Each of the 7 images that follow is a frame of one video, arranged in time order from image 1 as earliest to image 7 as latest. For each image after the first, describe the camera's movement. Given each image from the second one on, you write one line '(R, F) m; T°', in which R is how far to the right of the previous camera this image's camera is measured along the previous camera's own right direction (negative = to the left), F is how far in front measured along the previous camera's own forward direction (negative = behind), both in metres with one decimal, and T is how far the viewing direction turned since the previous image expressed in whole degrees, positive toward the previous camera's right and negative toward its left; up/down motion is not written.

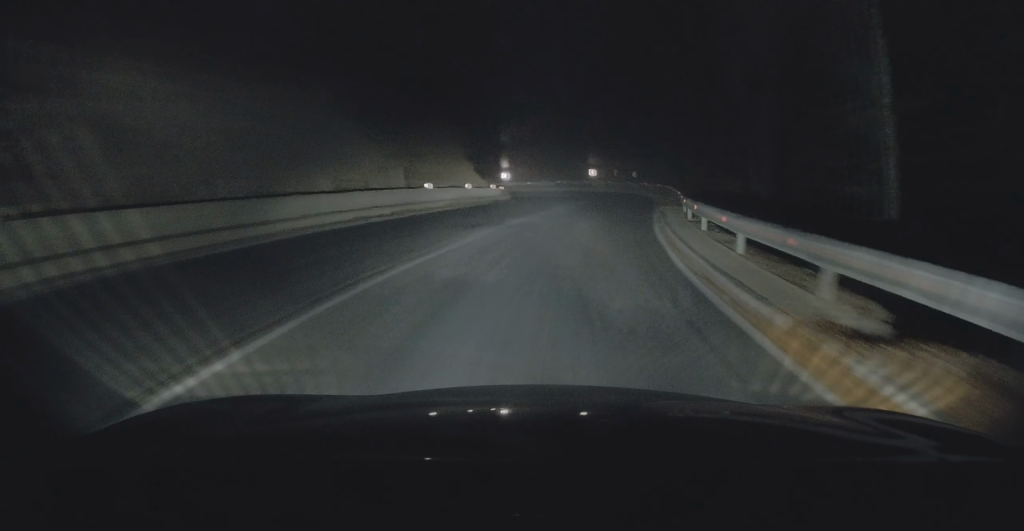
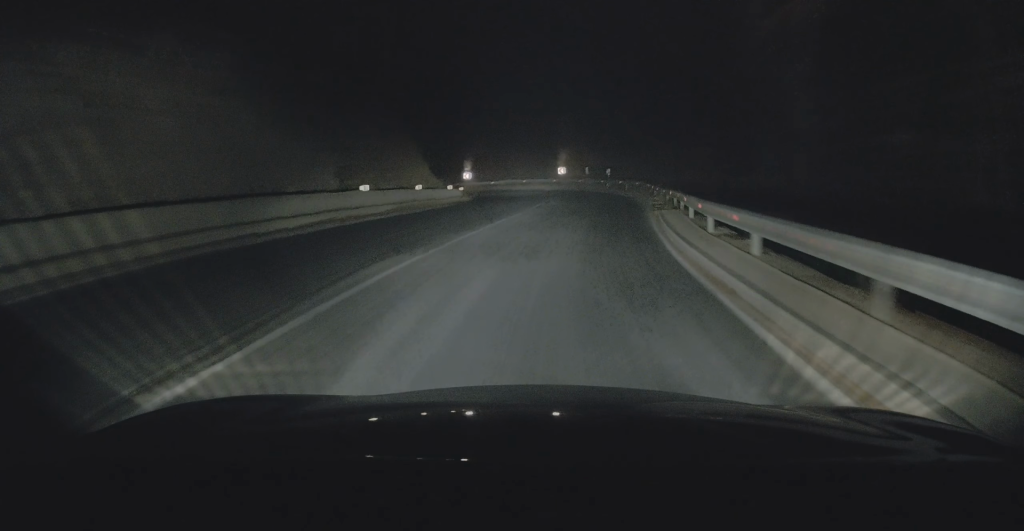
(+0.9, +4.4) m; +5°
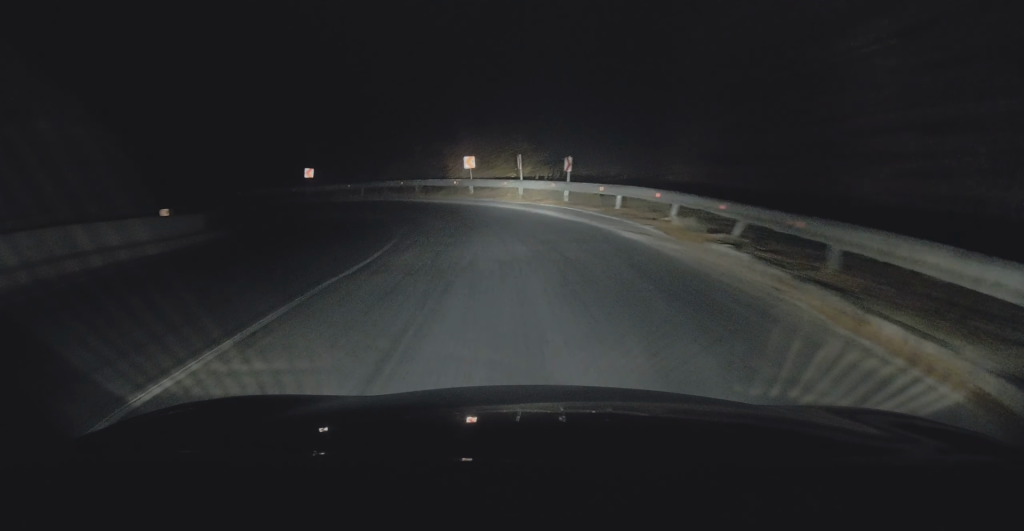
(+4.4, +25.4) m; +17°
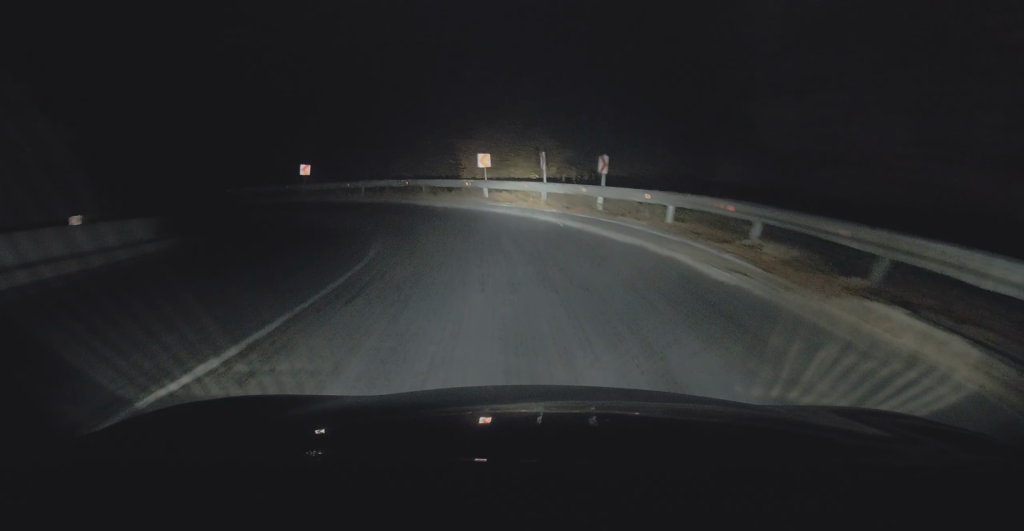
(+0.2, +4.3) m; 0°
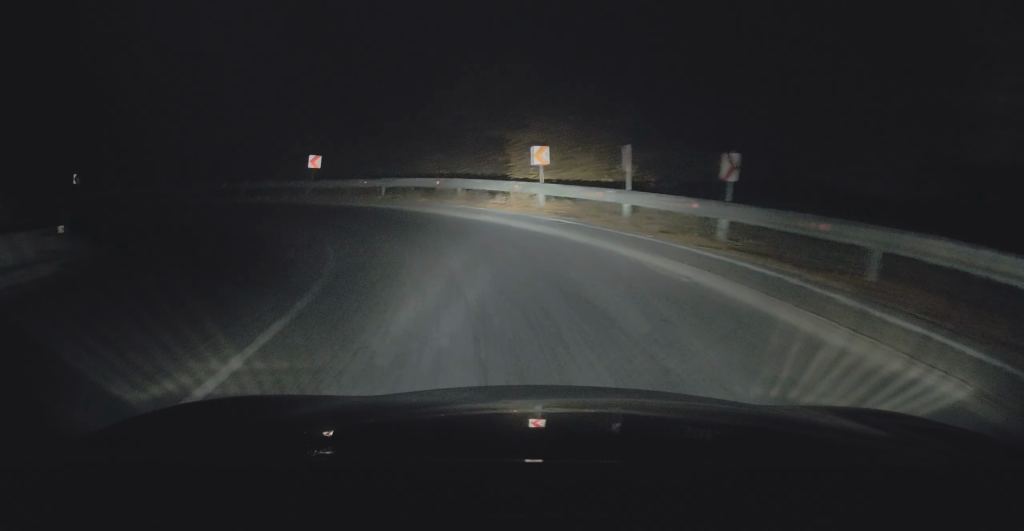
(+0.1, +7.8) m; -1°
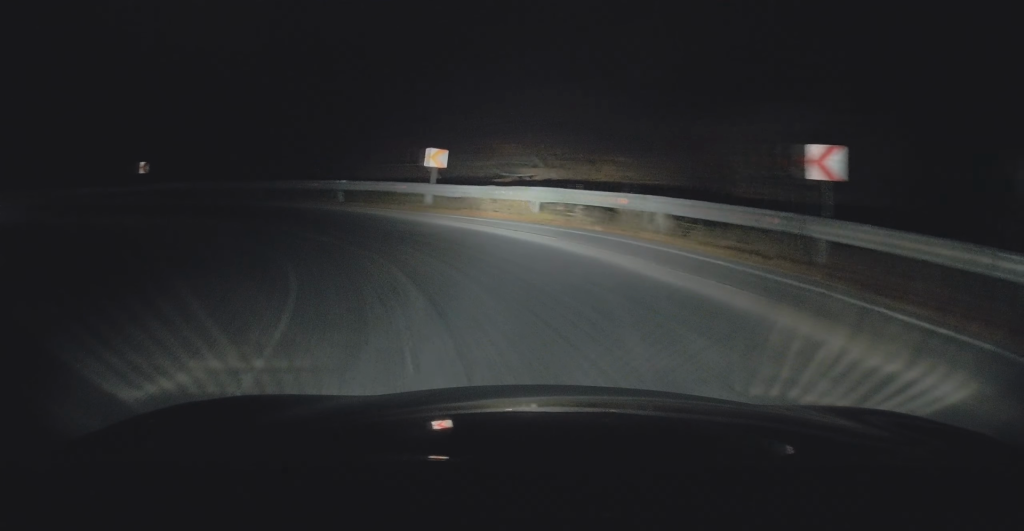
(-0.6, +10.3) m; -9°
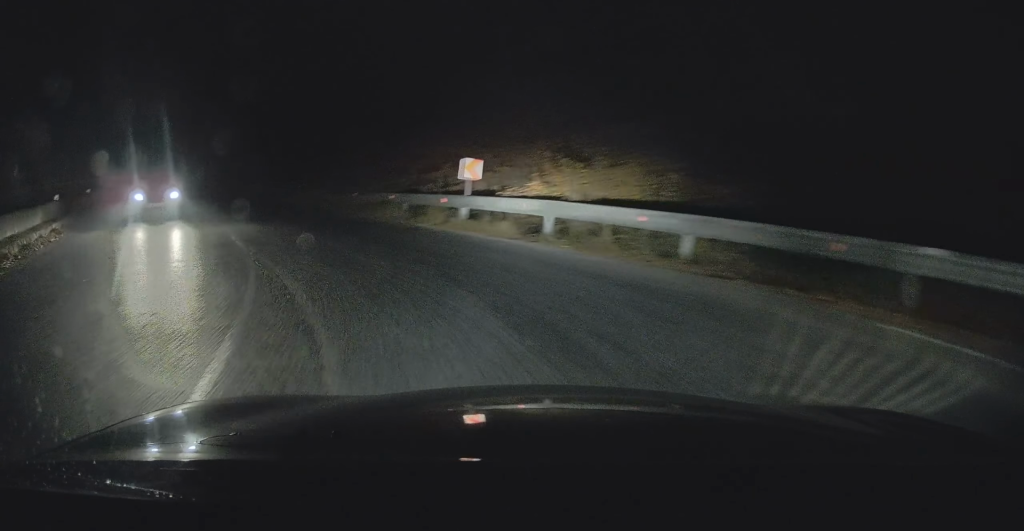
(-3.4, +14.3) m; -33°
